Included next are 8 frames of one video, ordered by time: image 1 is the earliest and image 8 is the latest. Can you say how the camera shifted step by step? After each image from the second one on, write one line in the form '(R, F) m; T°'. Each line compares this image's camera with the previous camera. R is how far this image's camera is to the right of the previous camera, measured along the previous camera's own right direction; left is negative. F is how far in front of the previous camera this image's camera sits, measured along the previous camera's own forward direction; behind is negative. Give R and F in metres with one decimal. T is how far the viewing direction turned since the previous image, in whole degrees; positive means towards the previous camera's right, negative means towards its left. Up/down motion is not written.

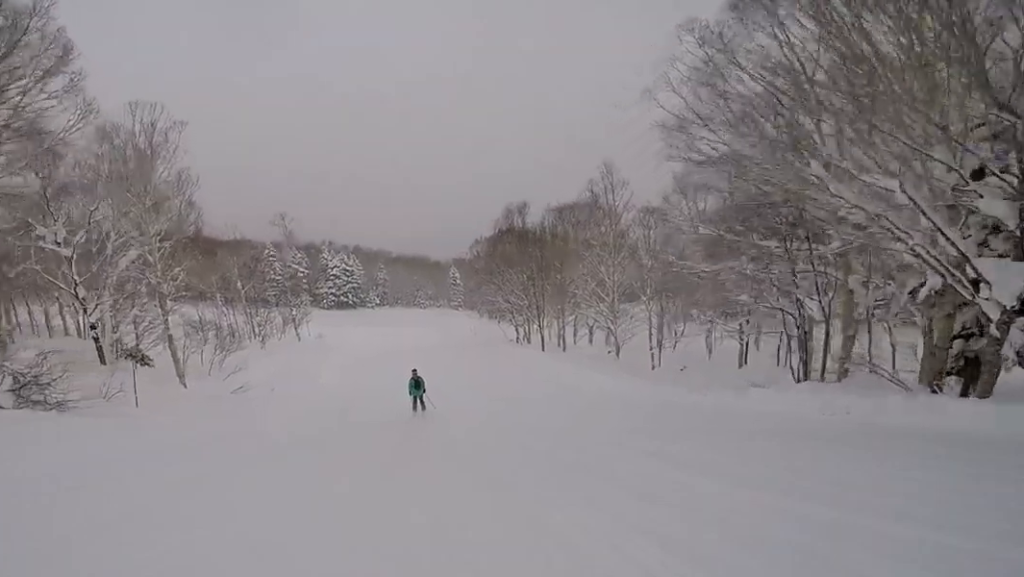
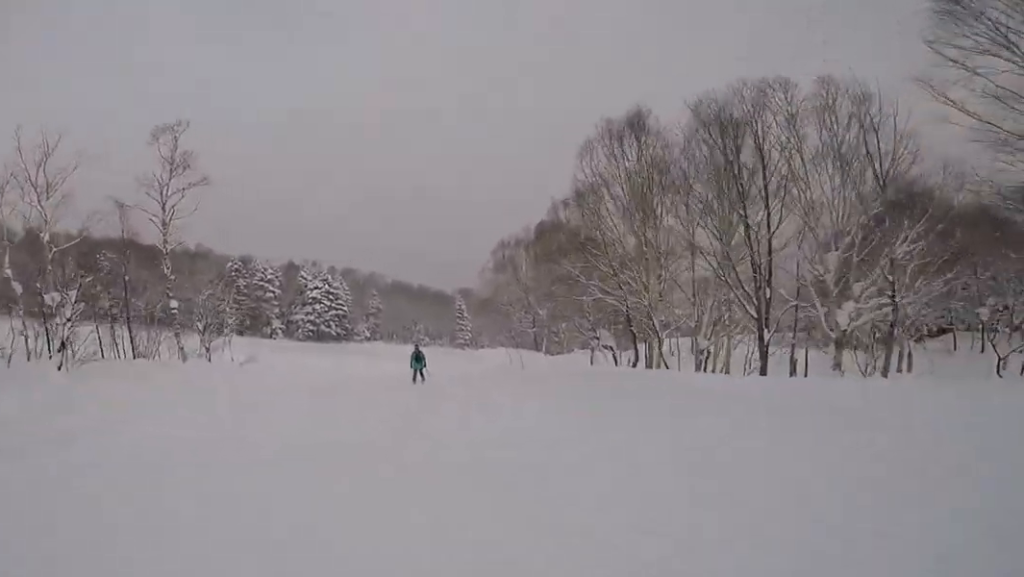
(-0.4, +21.1) m; -8°
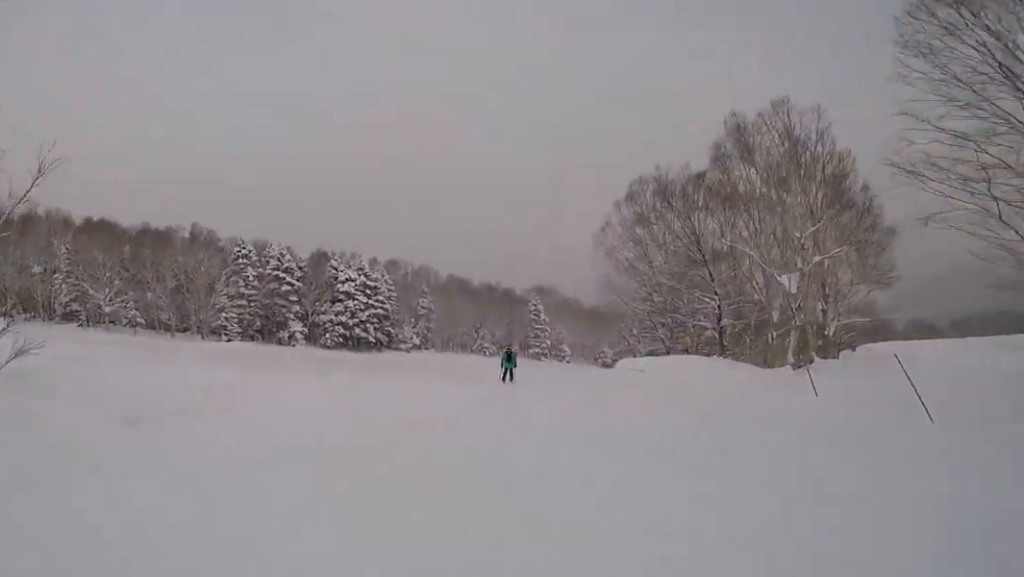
(+0.5, +21.3) m; +7°
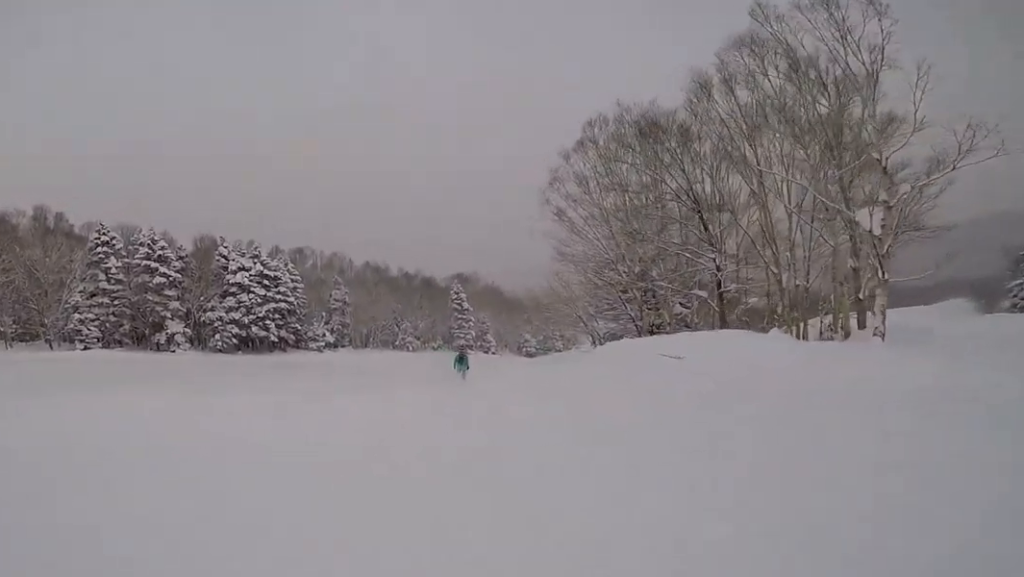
(-0.7, +8.4) m; +6°
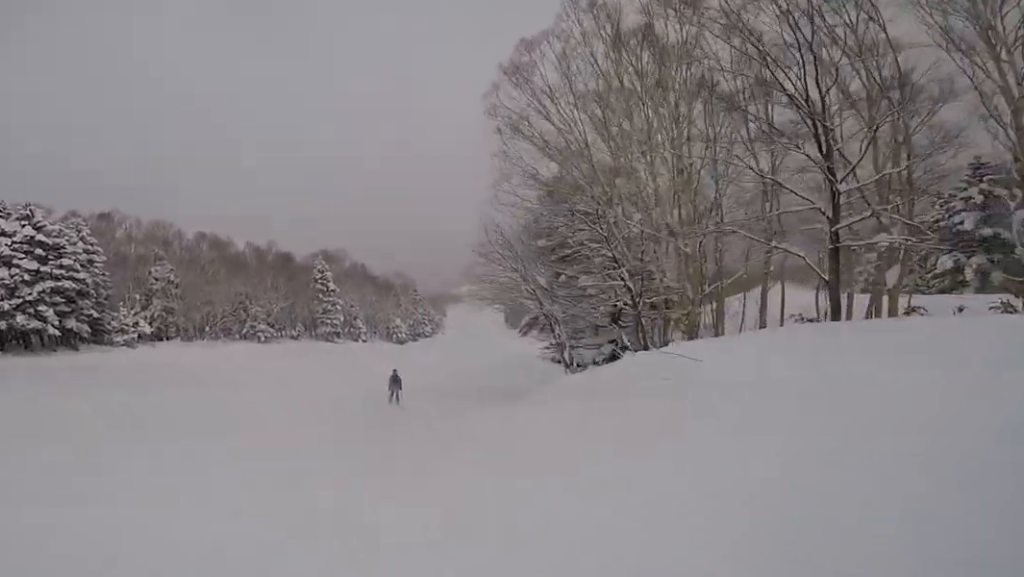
(+2.4, +12.7) m; +11°
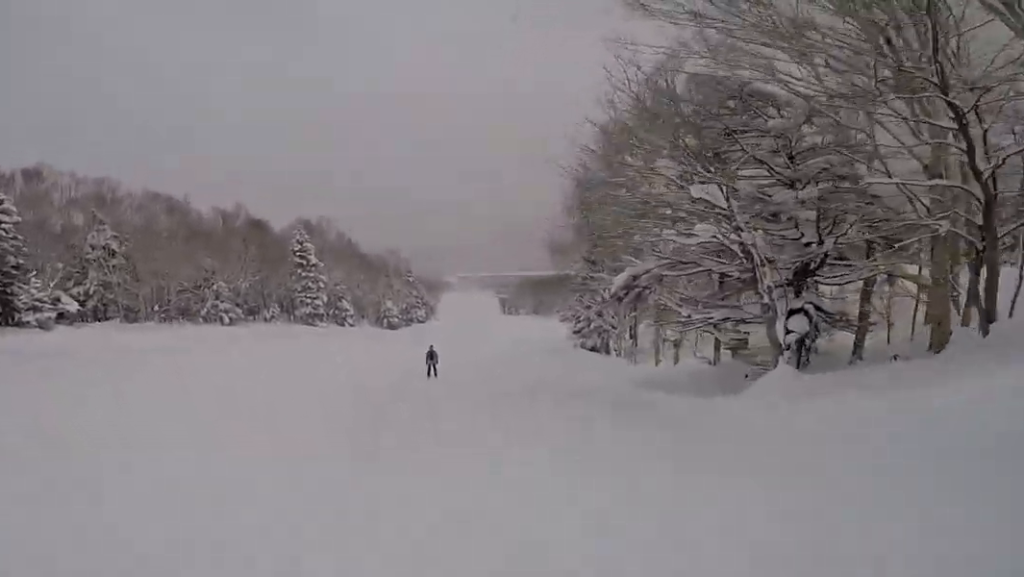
(+0.1, +11.0) m; +1°
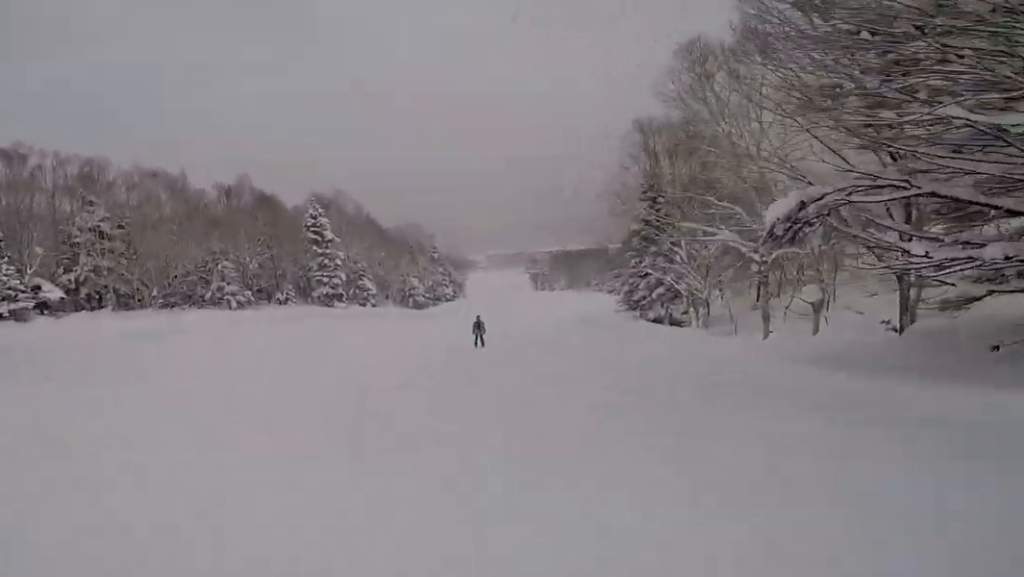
(+0.1, +5.9) m; 0°
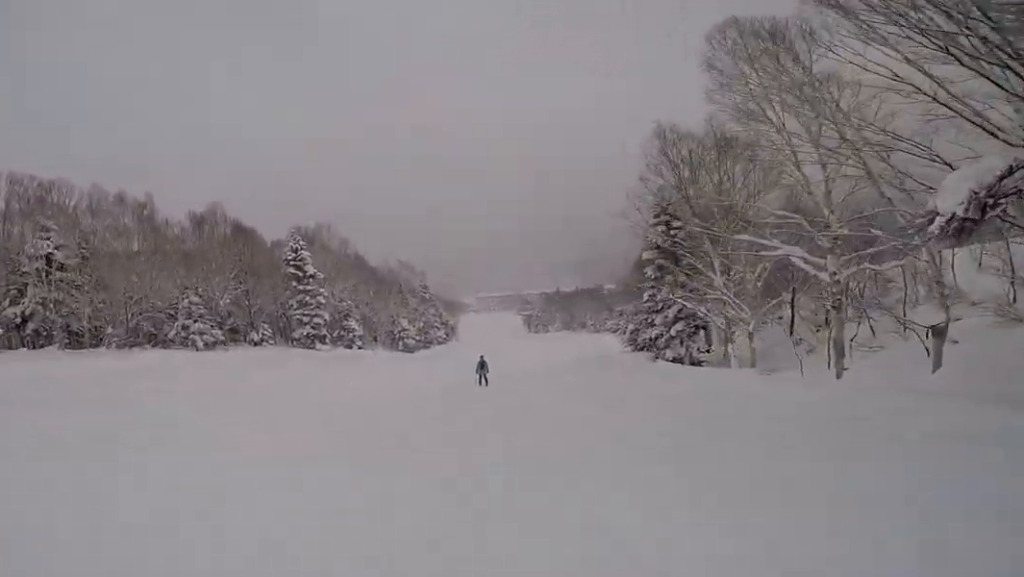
(+0.1, +4.6) m; +1°
